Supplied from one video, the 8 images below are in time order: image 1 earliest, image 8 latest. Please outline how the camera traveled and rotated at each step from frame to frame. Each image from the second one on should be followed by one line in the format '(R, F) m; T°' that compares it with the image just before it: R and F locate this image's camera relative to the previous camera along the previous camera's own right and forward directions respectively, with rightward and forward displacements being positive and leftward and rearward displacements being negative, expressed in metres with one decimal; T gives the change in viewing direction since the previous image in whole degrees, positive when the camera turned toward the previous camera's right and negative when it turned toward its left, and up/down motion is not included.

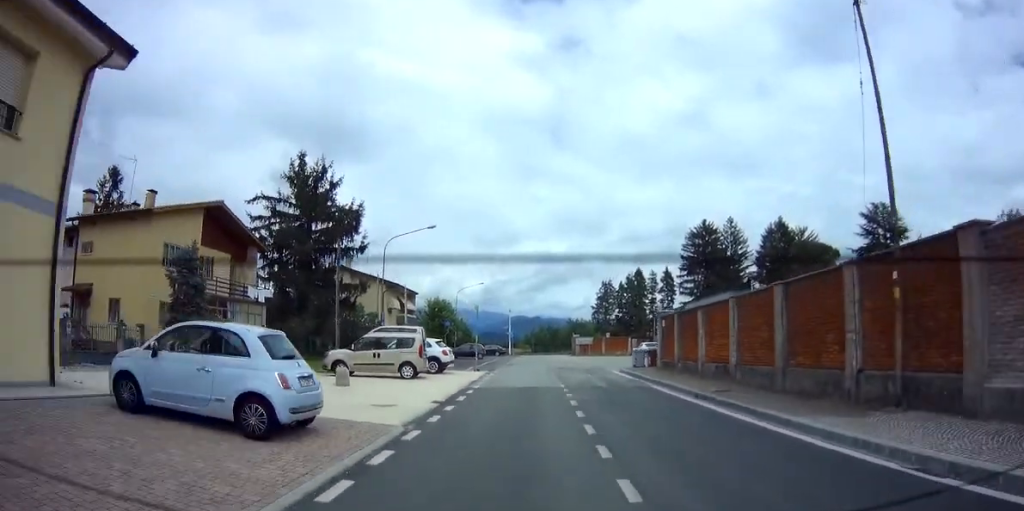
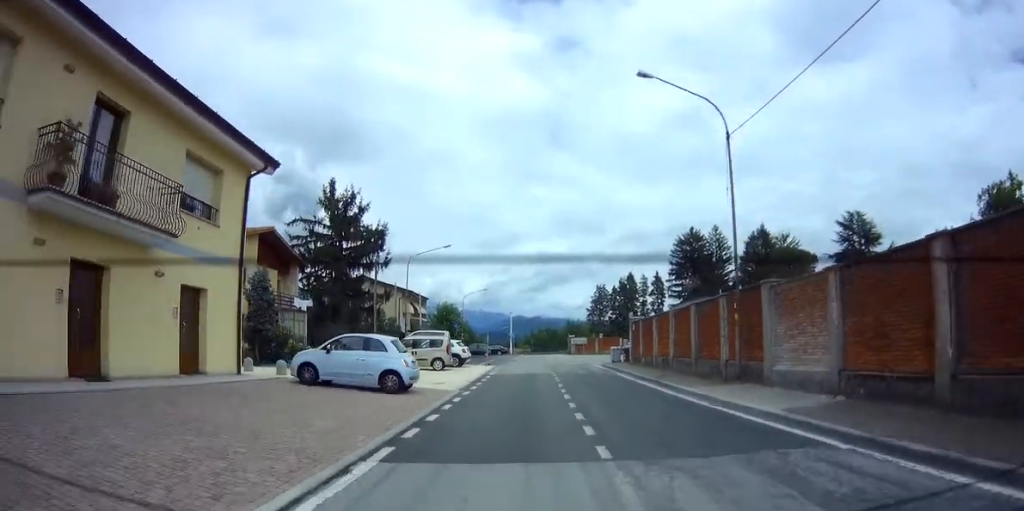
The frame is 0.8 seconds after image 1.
(+0.1, +7.7) m; +2°
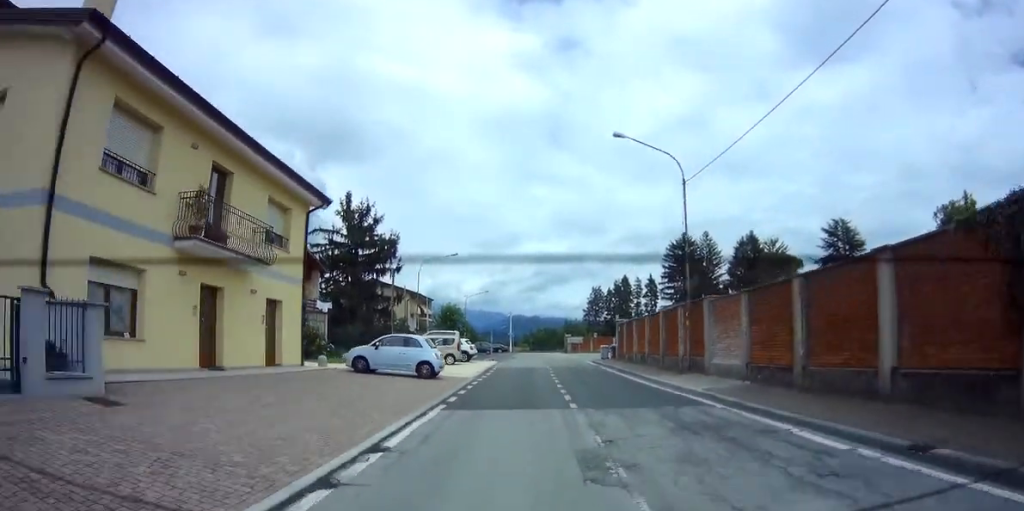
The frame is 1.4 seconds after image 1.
(+0.1, +4.9) m; +2°
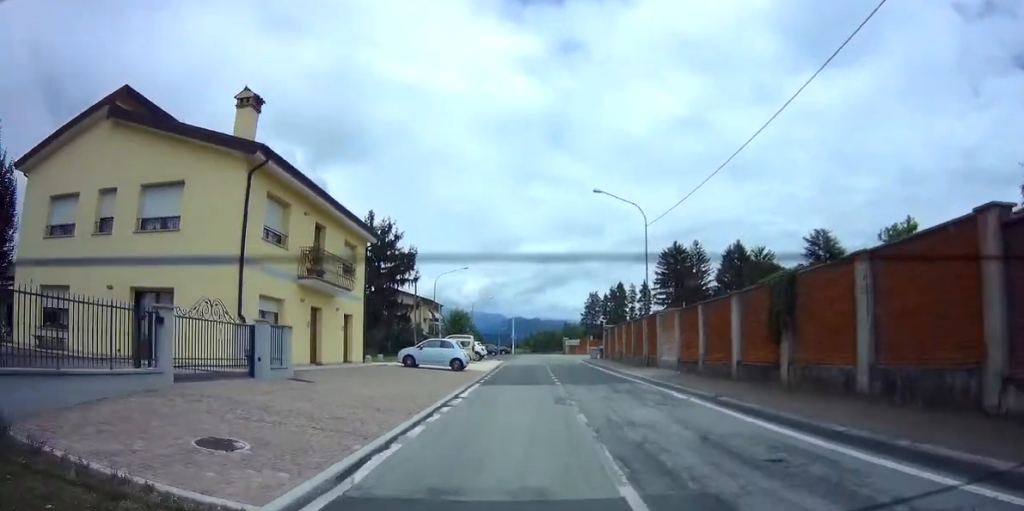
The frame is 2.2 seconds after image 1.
(0.0, +7.6) m; -1°
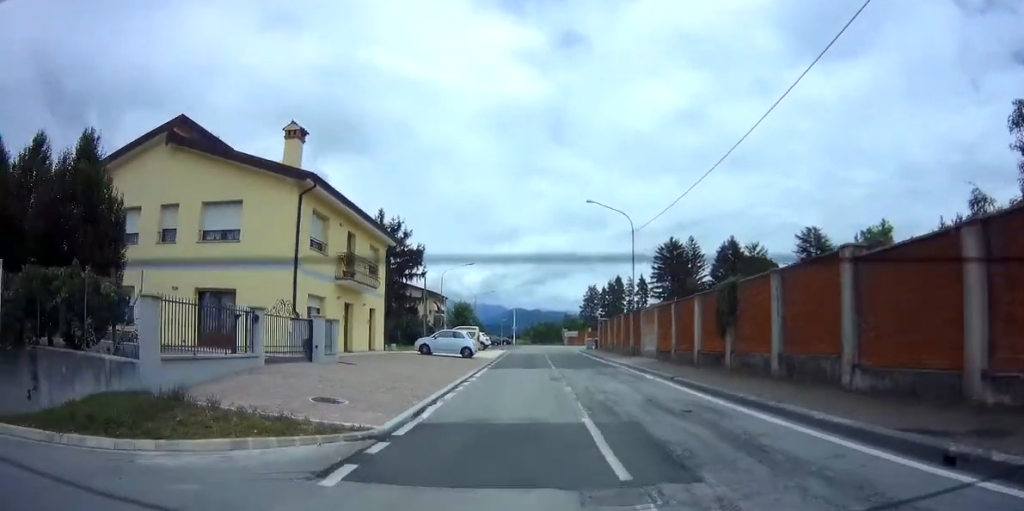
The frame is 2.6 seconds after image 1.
(0.0, +3.9) m; -1°
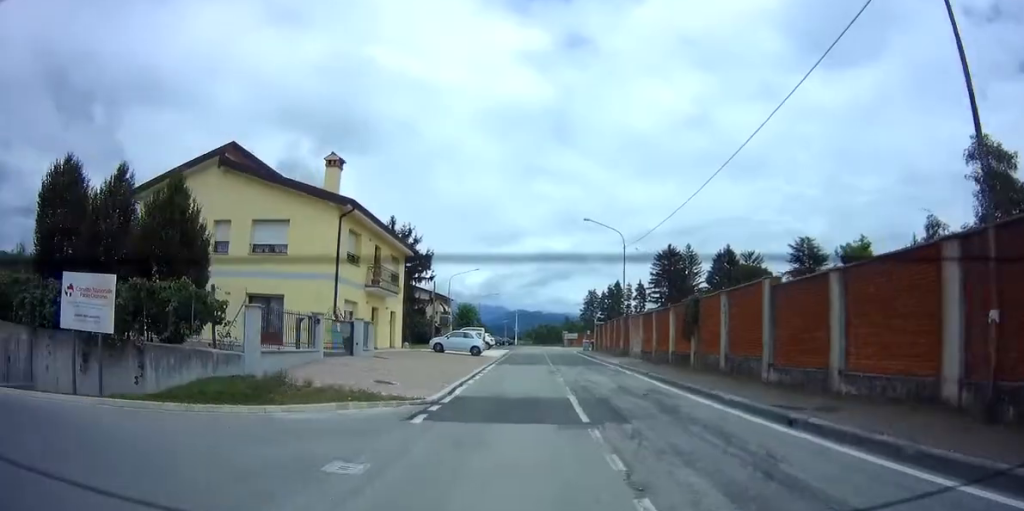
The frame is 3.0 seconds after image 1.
(-0.1, +4.0) m; -1°
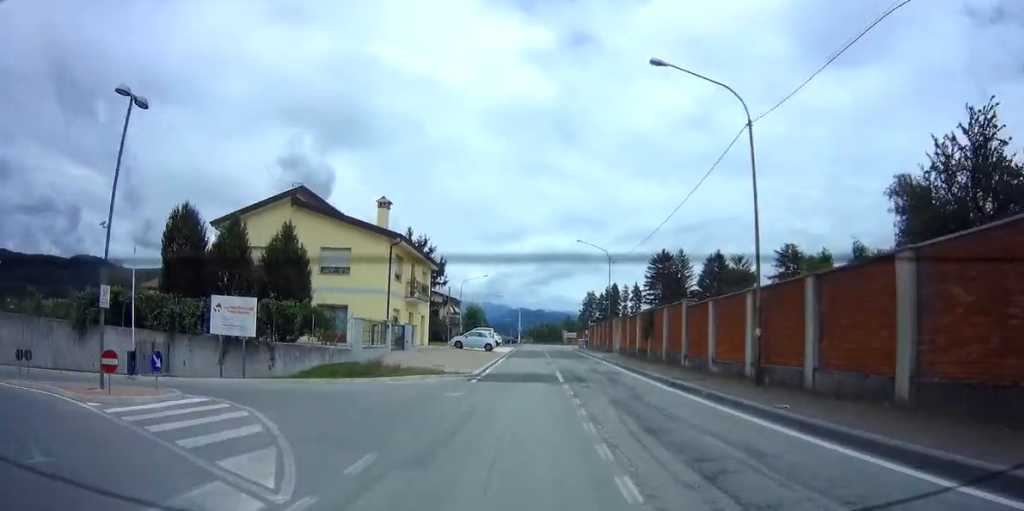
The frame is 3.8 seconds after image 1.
(-0.2, +8.3) m; -1°
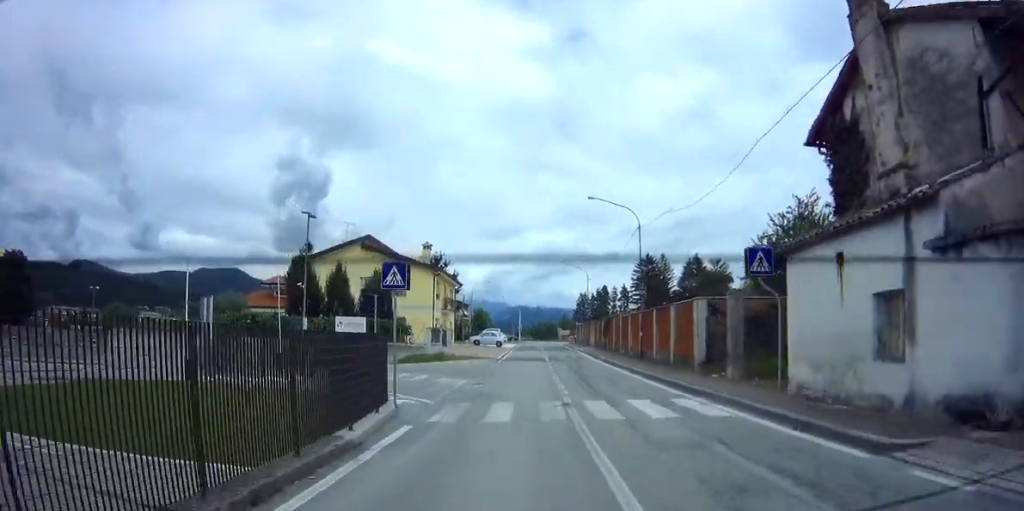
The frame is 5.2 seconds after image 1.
(+0.3, +15.7) m; +2°
